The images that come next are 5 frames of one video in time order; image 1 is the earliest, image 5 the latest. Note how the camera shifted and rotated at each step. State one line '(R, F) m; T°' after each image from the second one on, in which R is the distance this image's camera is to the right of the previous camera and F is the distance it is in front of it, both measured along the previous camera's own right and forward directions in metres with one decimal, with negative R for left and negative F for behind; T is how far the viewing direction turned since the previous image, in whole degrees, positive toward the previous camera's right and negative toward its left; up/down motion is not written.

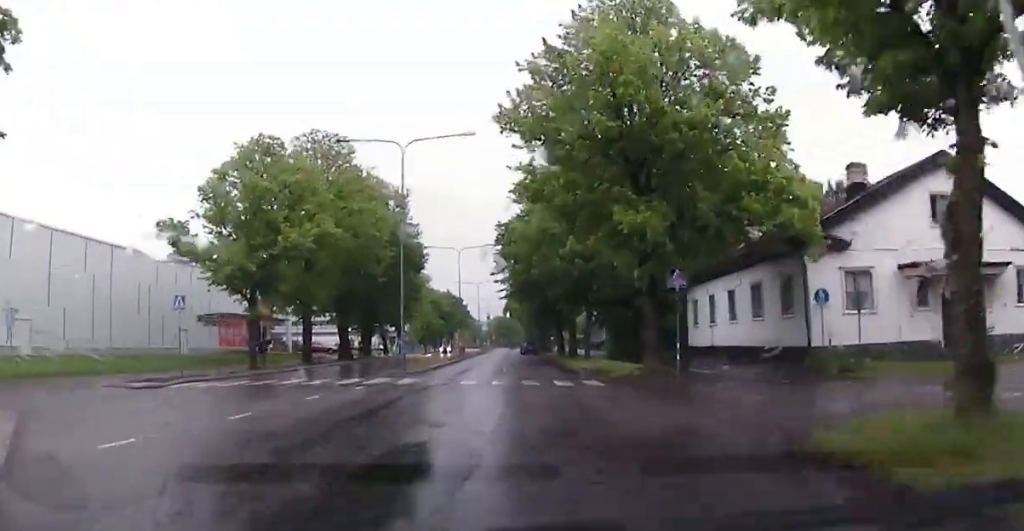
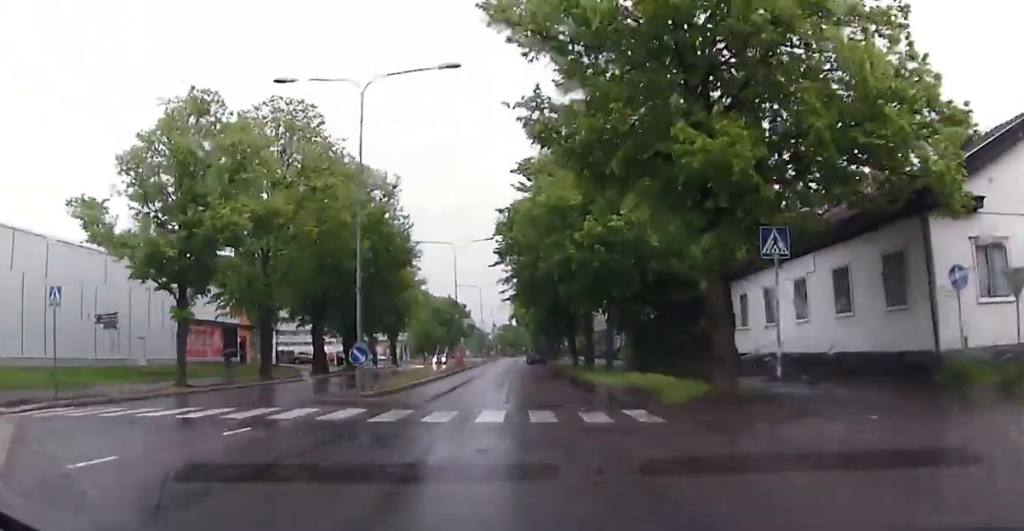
(0.0, +8.6) m; 0°
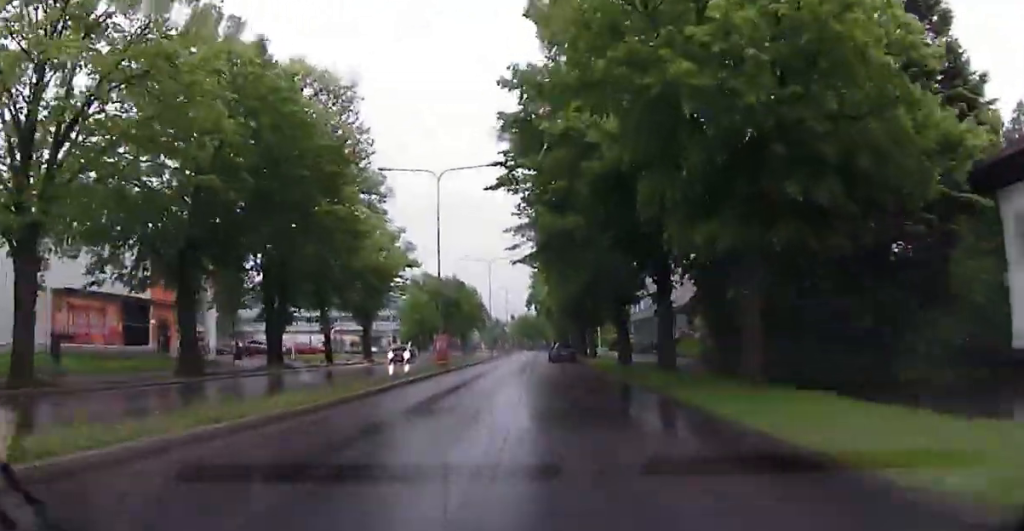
(-0.3, +21.3) m; -3°
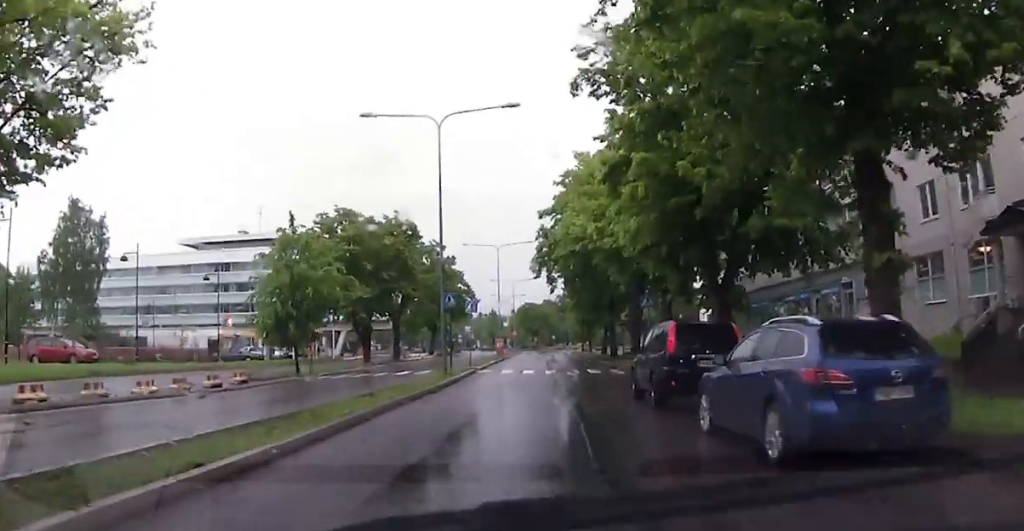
(-0.8, +45.8) m; +2°
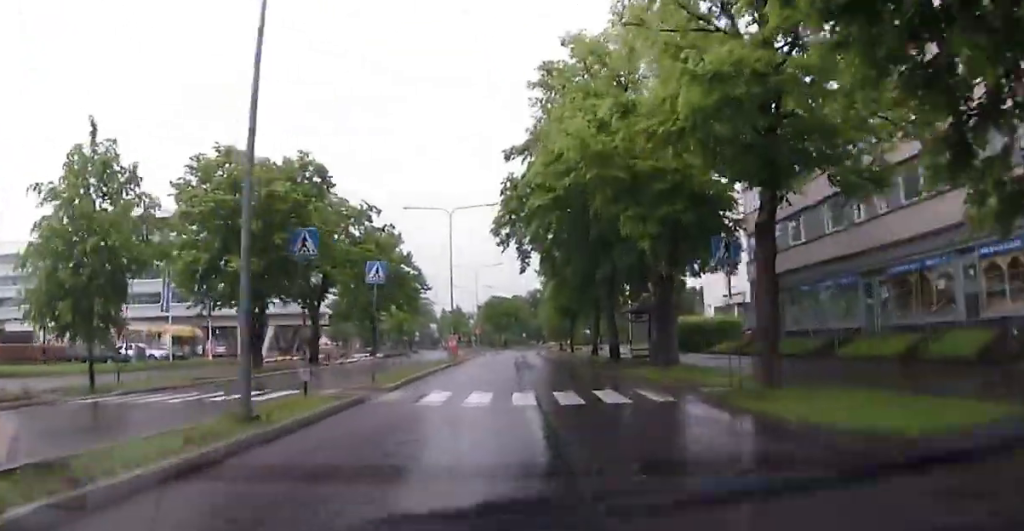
(+0.3, +16.3) m; +1°
